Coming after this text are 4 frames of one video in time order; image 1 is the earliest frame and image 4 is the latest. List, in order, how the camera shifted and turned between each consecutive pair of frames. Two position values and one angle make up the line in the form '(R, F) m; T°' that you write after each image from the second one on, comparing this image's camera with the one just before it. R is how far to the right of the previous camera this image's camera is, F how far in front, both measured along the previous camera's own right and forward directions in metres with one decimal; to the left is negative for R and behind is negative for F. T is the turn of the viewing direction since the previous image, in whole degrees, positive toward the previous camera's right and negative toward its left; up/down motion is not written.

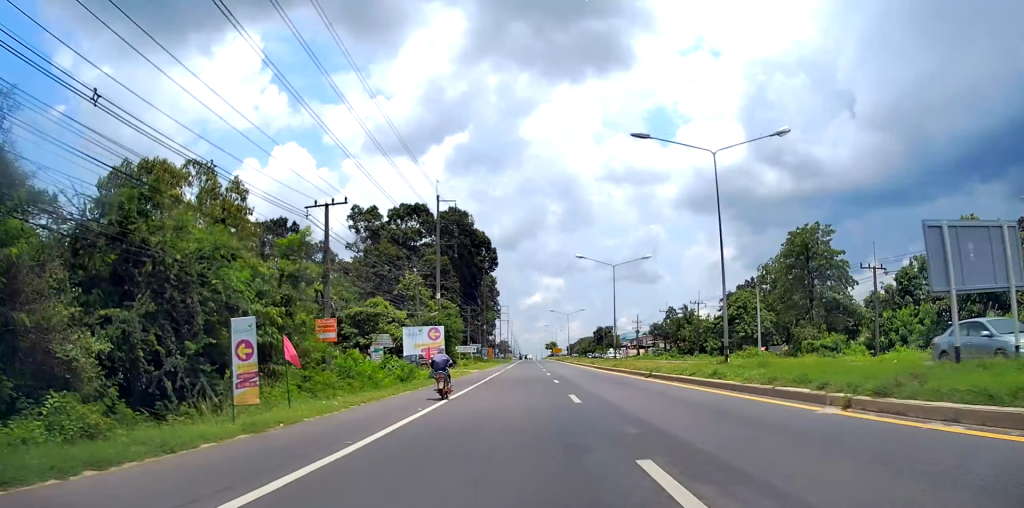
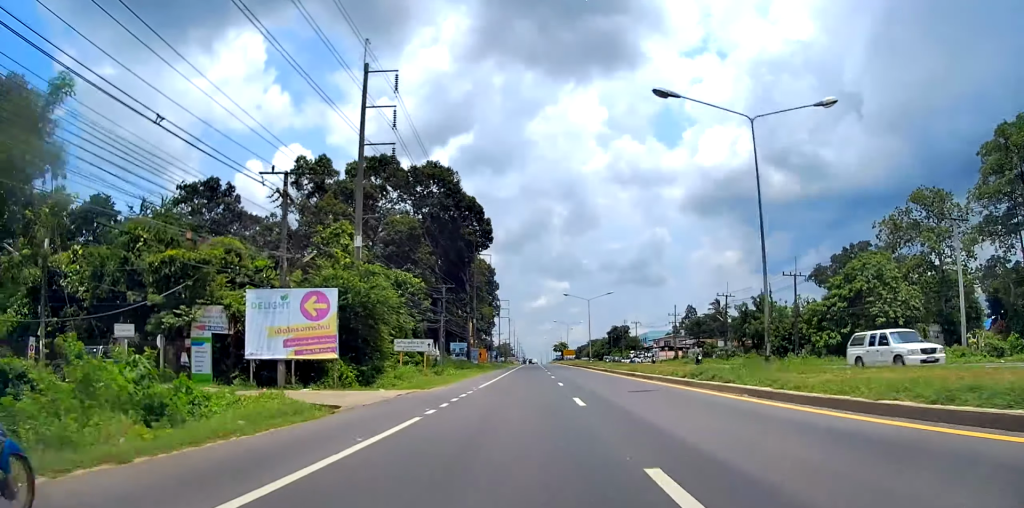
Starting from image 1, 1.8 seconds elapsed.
(-0.3, +37.4) m; 0°
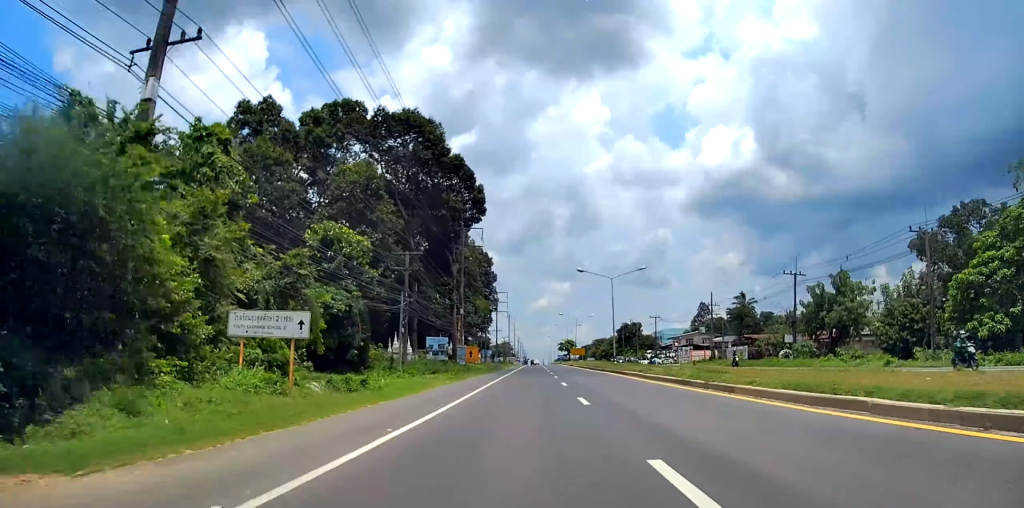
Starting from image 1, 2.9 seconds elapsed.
(+0.2, +22.9) m; +1°
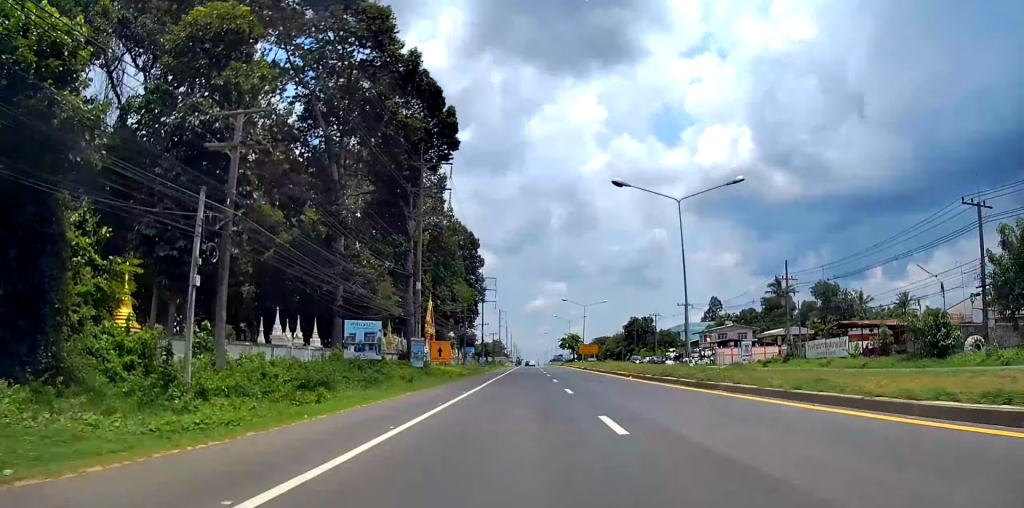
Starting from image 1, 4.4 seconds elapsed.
(0.0, +31.2) m; +1°
